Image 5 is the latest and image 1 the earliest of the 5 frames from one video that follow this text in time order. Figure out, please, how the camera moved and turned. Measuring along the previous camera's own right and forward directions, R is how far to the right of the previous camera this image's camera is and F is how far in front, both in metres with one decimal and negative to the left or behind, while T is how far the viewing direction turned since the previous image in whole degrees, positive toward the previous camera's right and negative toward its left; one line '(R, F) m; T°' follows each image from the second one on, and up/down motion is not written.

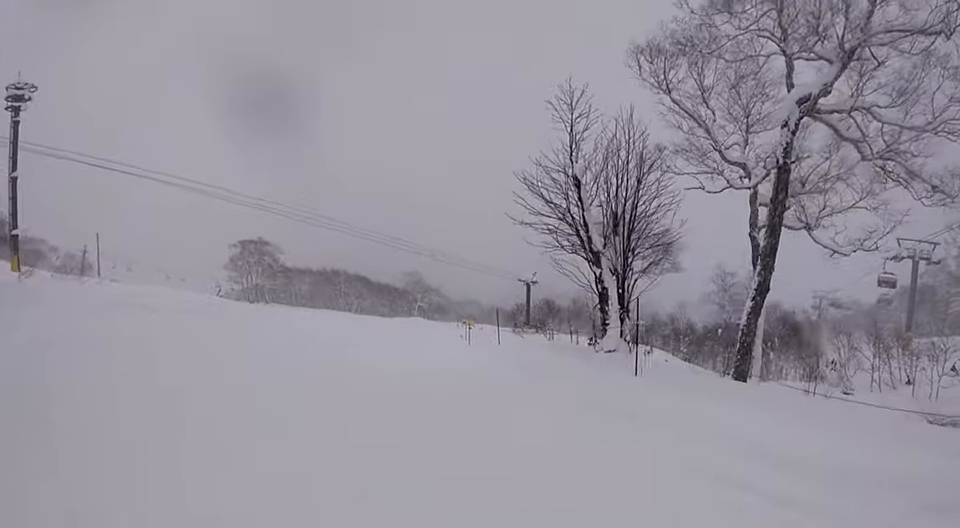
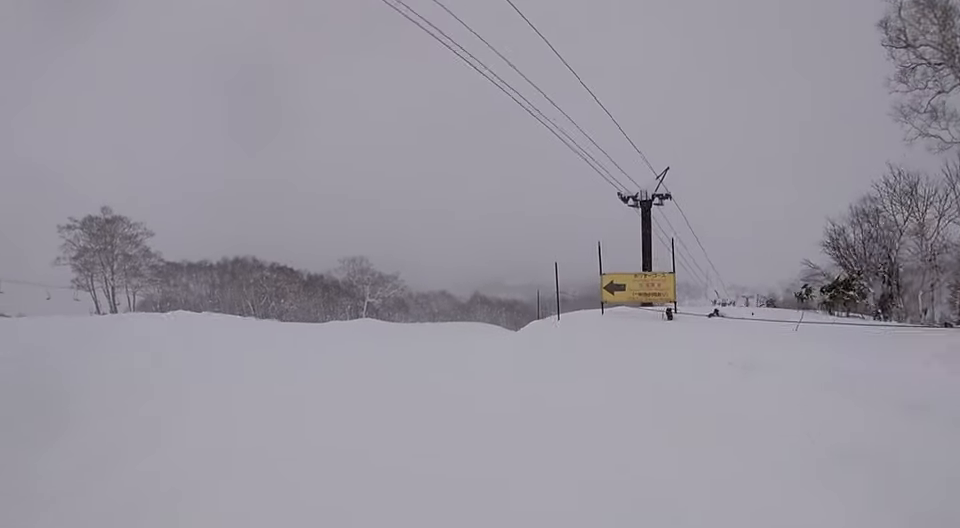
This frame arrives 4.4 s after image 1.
(+1.9, +40.6) m; +5°
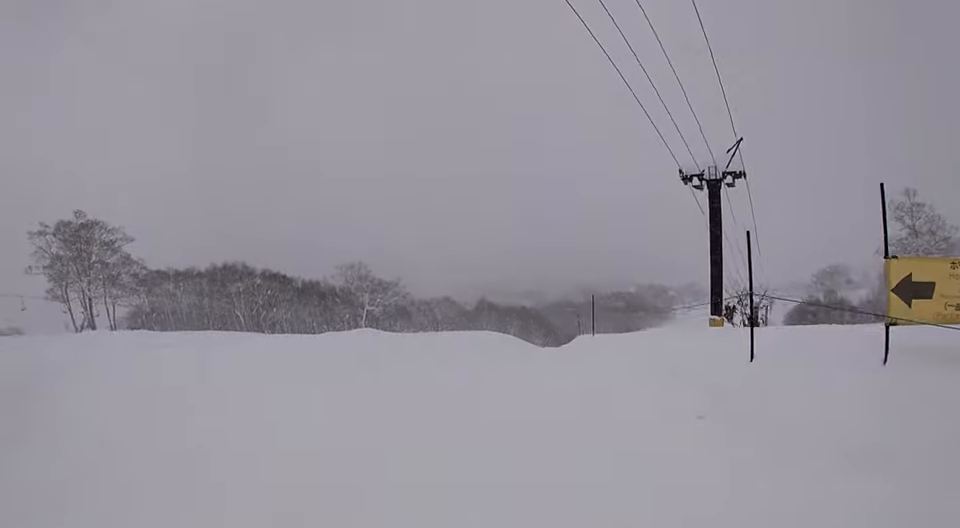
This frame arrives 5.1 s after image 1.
(-0.1, +5.8) m; +4°
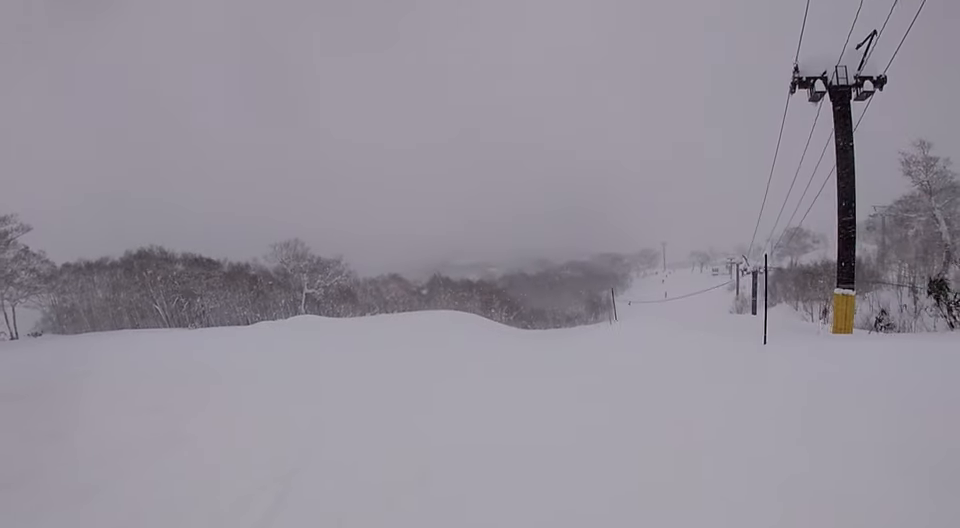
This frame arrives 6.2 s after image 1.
(+1.2, +9.3) m; +10°
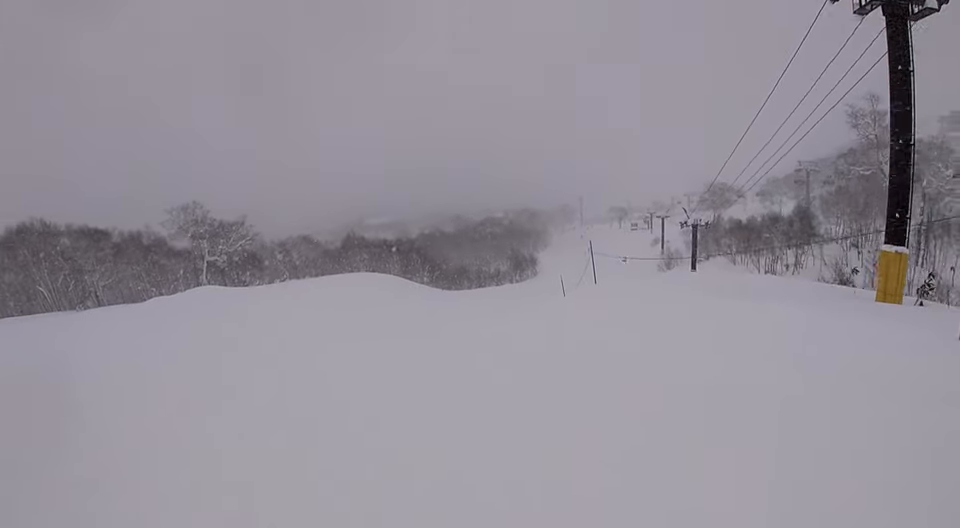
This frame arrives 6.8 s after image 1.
(-0.3, +5.0) m; +5°
